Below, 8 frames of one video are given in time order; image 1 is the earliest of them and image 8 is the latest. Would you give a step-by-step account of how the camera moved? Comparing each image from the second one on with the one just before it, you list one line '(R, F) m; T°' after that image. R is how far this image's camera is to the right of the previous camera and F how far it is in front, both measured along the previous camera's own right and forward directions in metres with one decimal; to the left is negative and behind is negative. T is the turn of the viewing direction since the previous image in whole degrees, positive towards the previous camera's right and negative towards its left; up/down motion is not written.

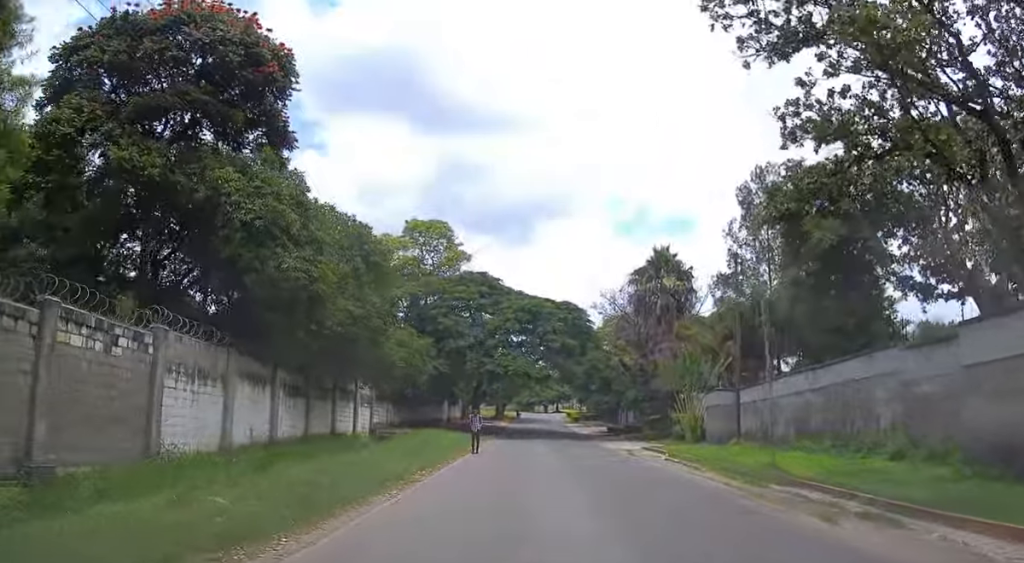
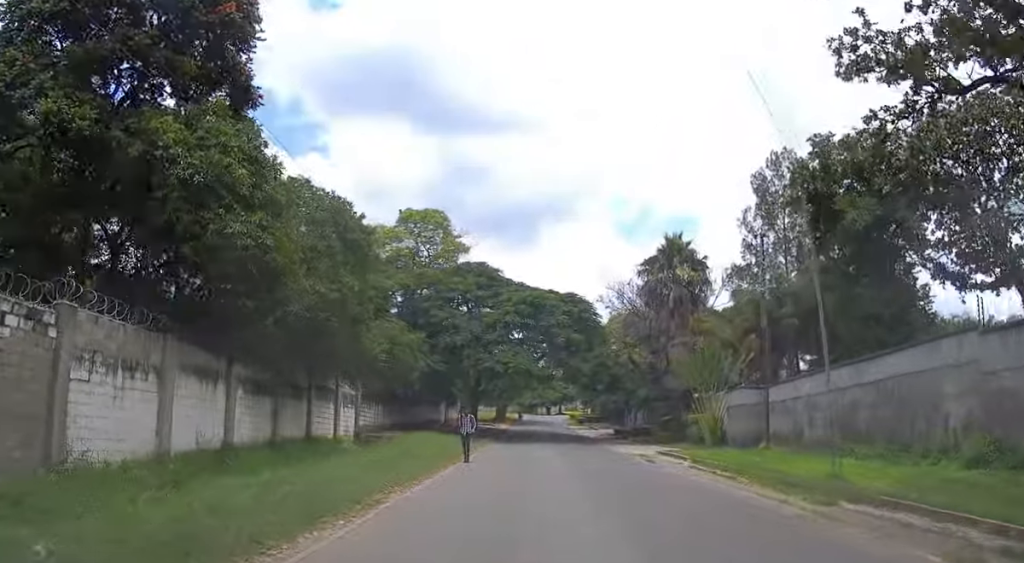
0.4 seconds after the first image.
(0.0, +3.6) m; 0°
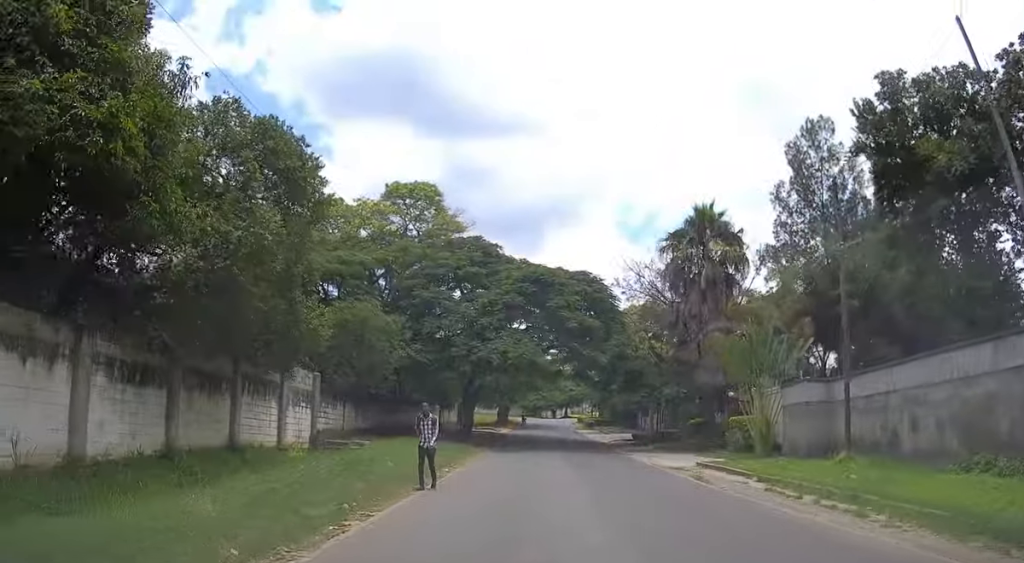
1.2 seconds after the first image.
(0.0, +7.2) m; 0°
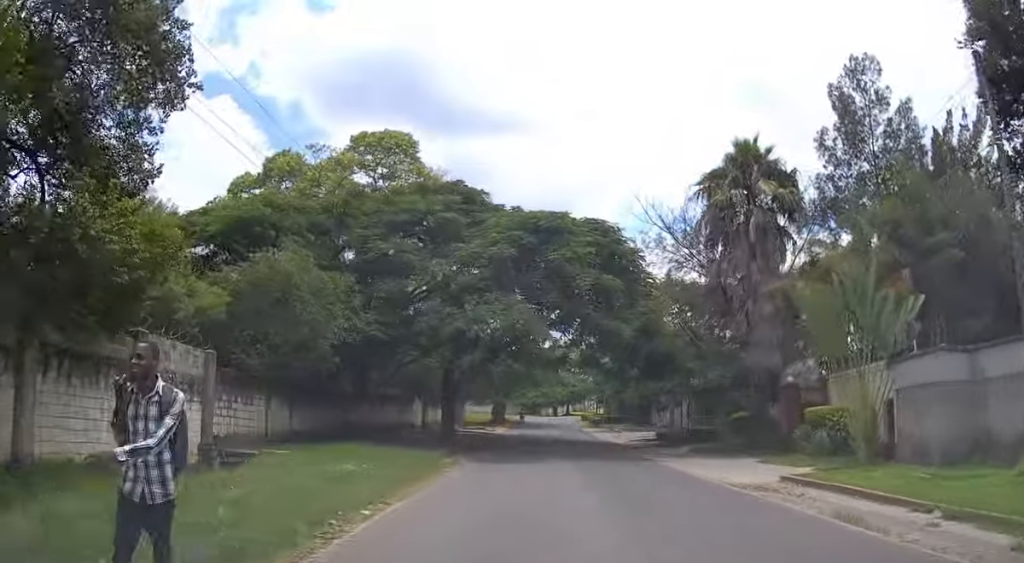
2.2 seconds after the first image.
(0.0, +9.0) m; 0°
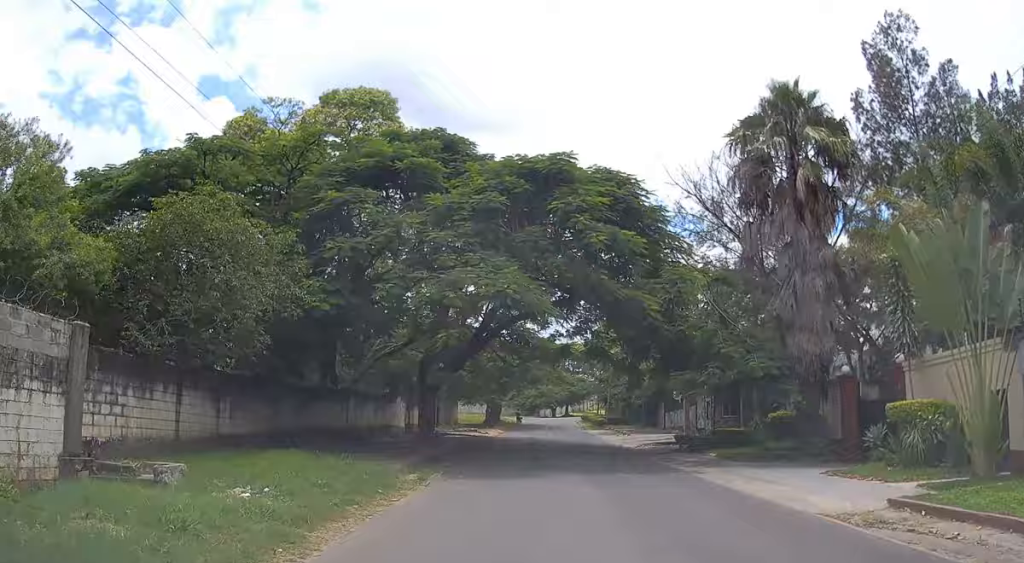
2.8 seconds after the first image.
(0.0, +5.8) m; 0°
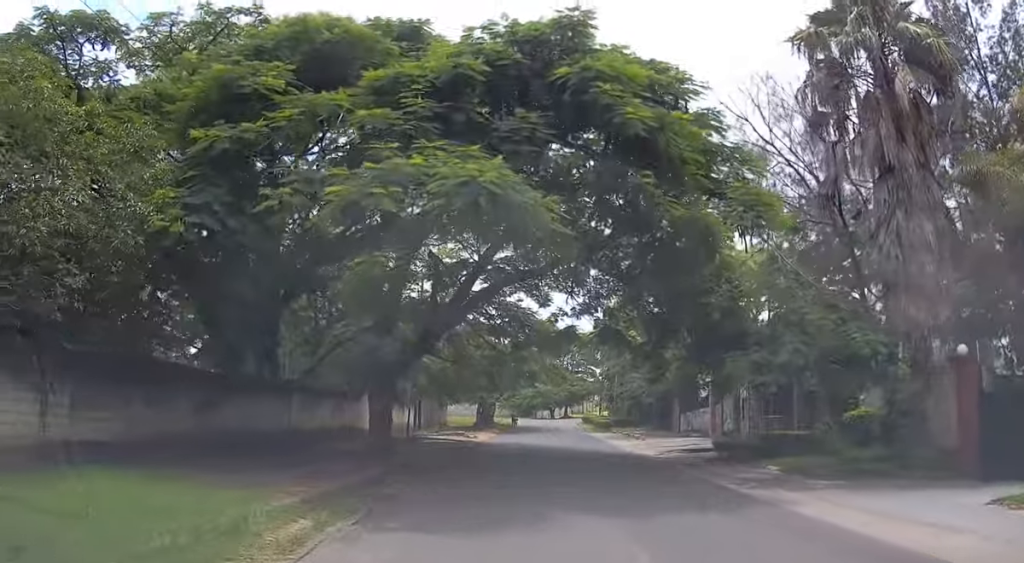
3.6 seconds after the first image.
(+0.1, +7.6) m; 0°
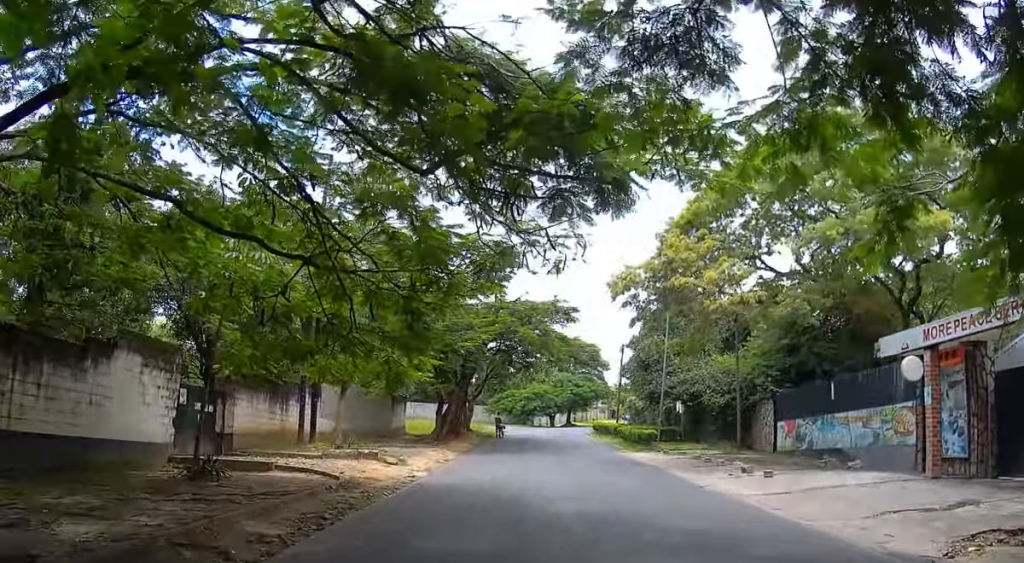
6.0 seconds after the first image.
(-0.1, +22.9) m; 0°
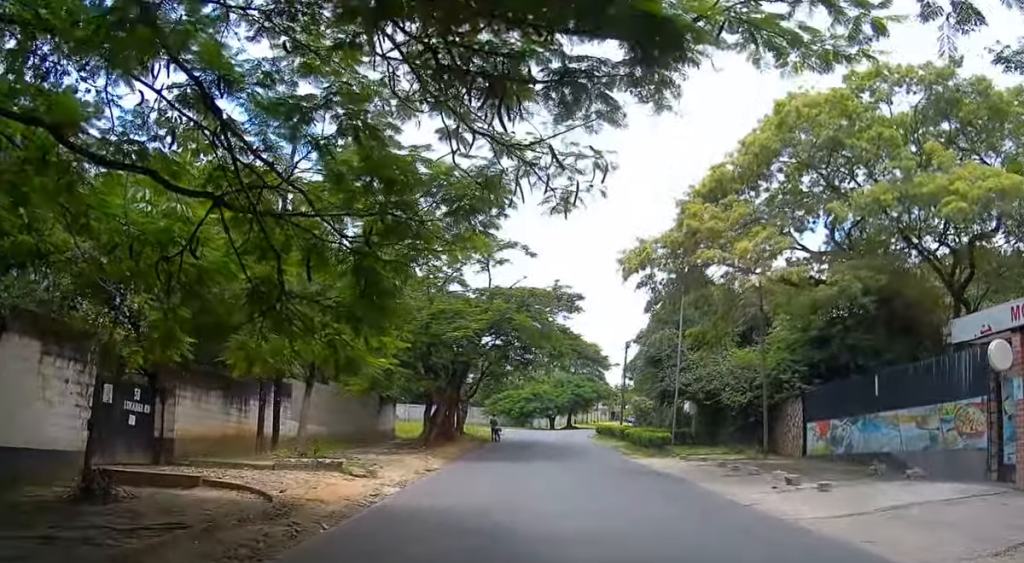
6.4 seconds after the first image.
(0.0, +3.8) m; 0°
